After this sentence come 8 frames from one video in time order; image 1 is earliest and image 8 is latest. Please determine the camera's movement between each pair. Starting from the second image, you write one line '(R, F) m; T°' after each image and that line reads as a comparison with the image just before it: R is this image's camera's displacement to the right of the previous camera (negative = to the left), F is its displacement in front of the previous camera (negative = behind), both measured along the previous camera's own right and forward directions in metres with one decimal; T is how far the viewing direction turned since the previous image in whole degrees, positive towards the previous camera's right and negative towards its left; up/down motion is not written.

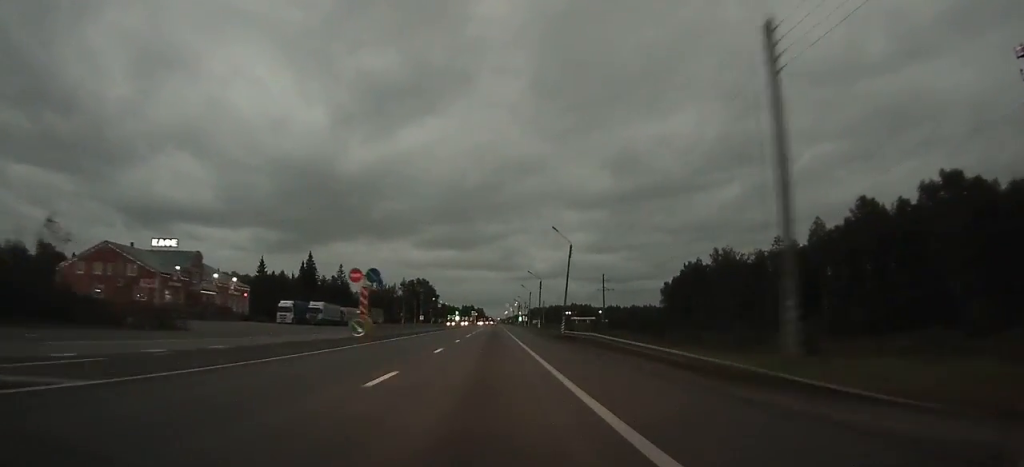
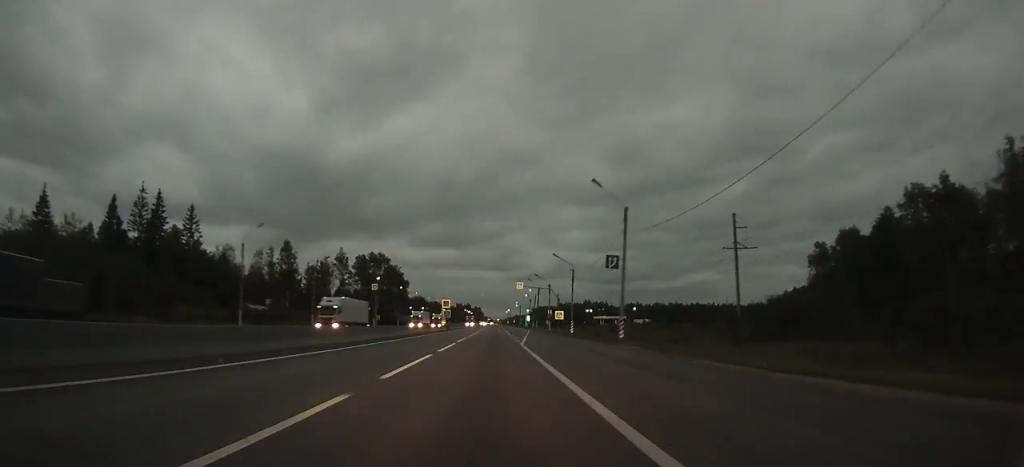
(0.0, +107.0) m; 0°
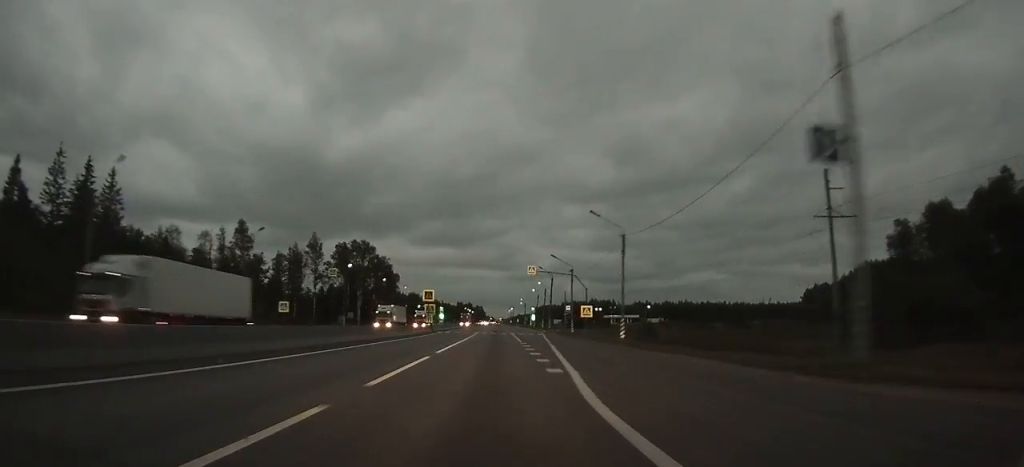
(+0.1, +25.5) m; 0°
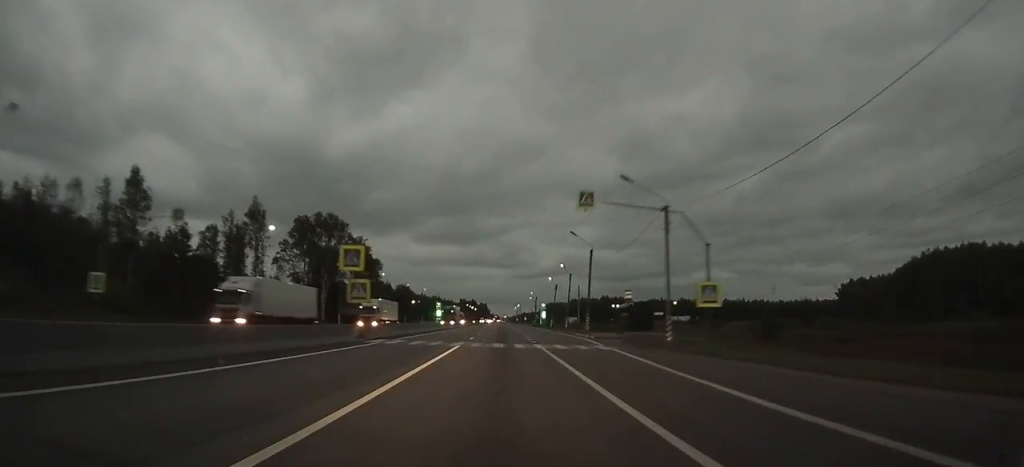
(-0.1, +35.8) m; 0°
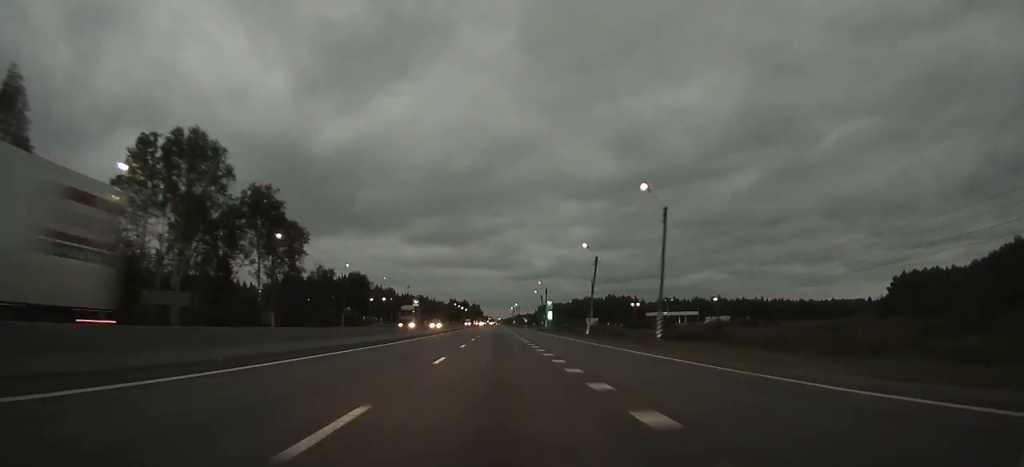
(-0.1, +55.2) m; 0°
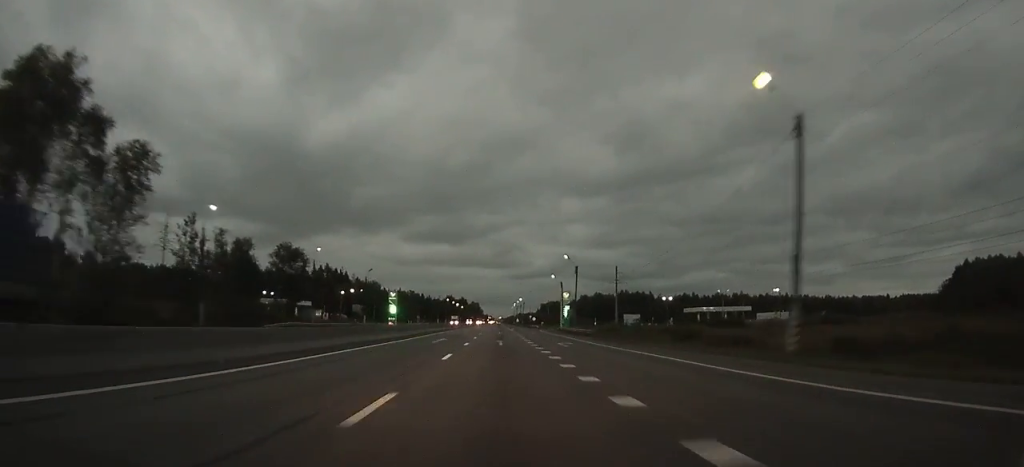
(+0.1, +46.2) m; 0°
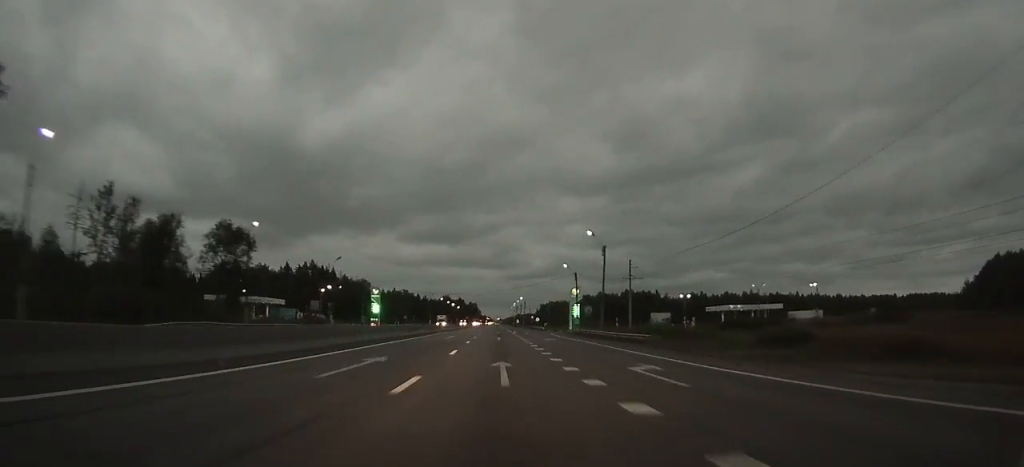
(0.0, +20.8) m; 0°
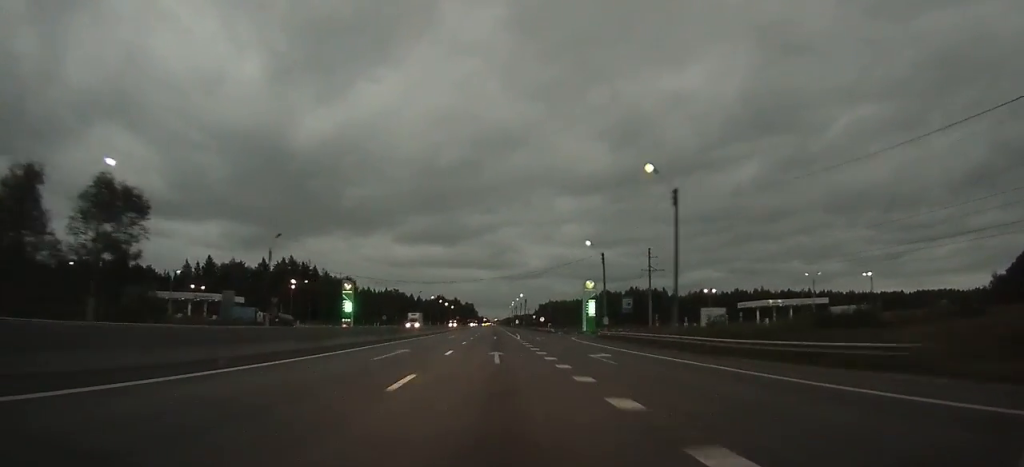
(0.0, +23.8) m; 0°
